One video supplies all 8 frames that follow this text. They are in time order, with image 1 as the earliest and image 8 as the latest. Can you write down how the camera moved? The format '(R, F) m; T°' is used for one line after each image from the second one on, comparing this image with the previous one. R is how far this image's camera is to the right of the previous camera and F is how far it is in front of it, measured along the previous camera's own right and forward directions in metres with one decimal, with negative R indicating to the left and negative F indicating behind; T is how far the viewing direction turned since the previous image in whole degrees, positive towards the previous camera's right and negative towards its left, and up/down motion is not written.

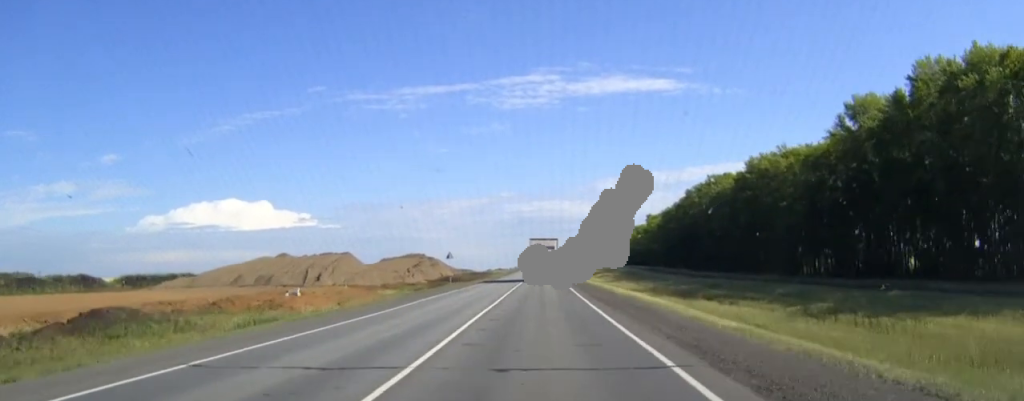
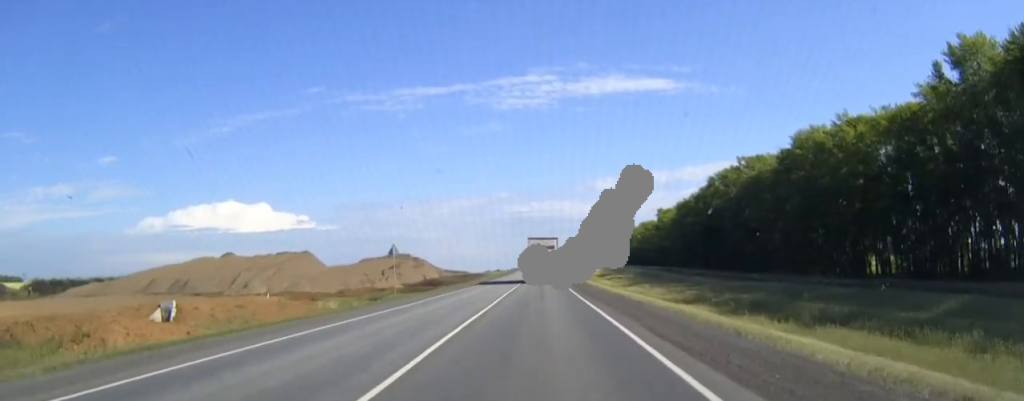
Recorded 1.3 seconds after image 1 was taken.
(0.0, +29.6) m; 0°
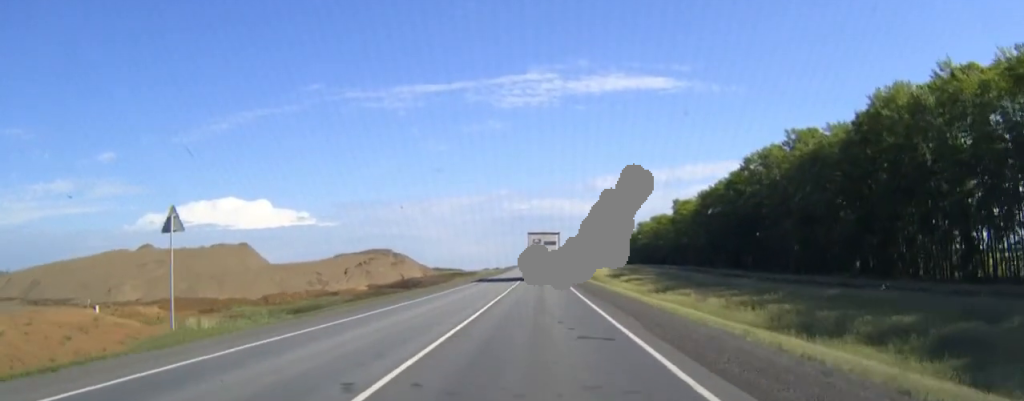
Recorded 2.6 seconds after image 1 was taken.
(0.0, +32.0) m; 0°
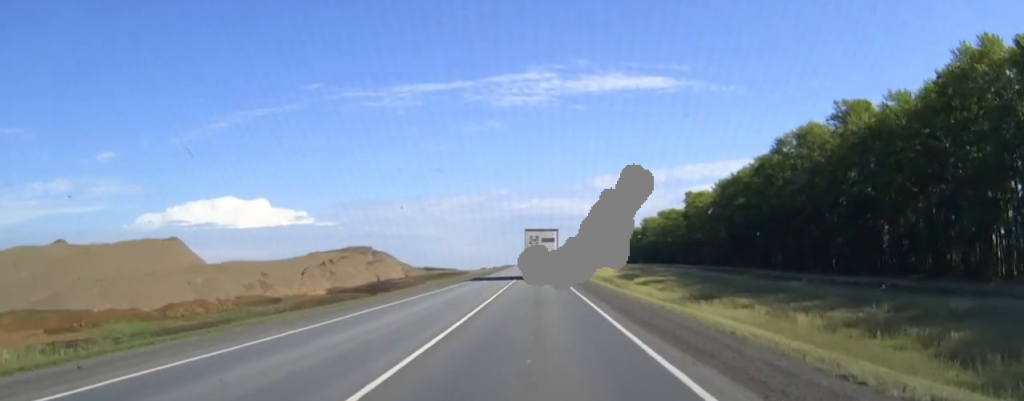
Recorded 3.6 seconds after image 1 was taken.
(0.0, +22.6) m; 0°
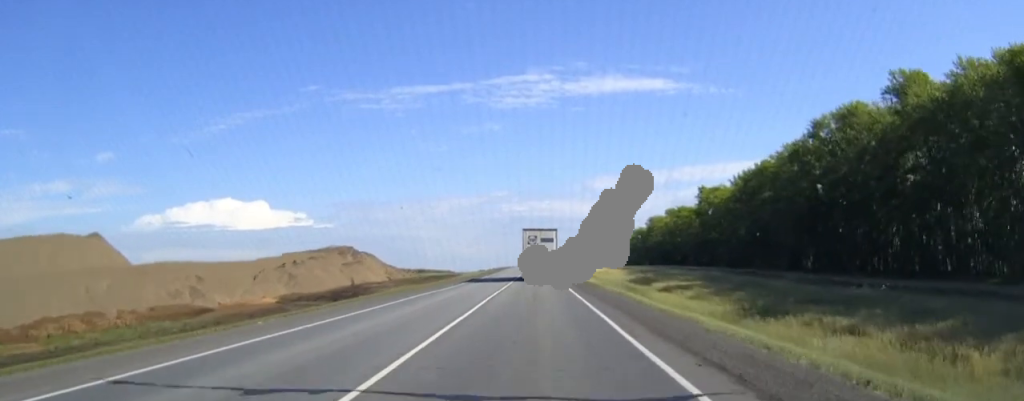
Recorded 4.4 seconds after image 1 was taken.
(+0.1, +18.6) m; 0°
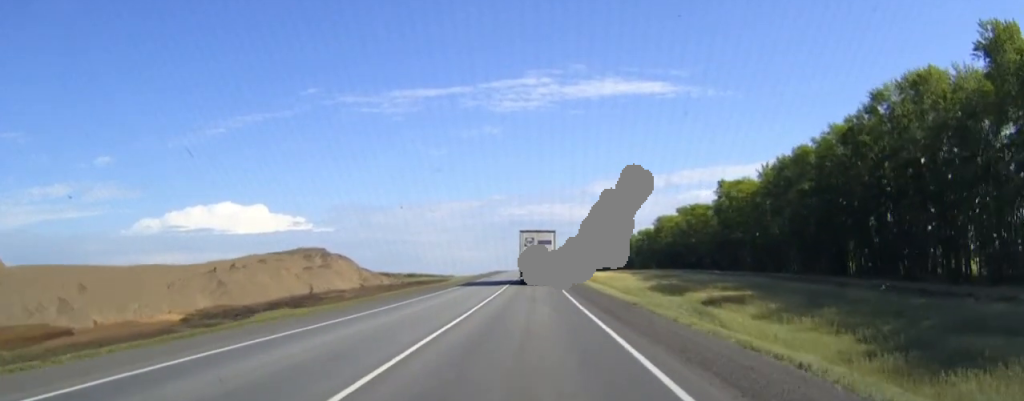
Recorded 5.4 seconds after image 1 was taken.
(0.0, +22.3) m; 0°
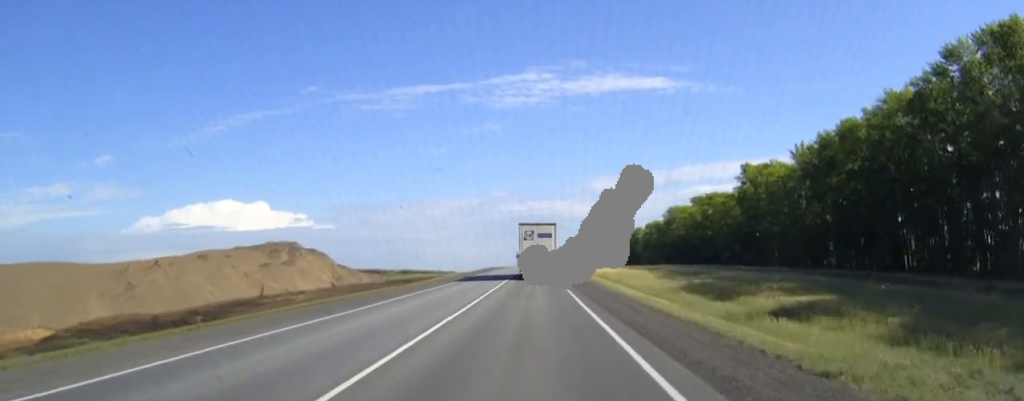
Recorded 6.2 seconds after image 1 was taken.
(0.0, +19.1) m; 0°
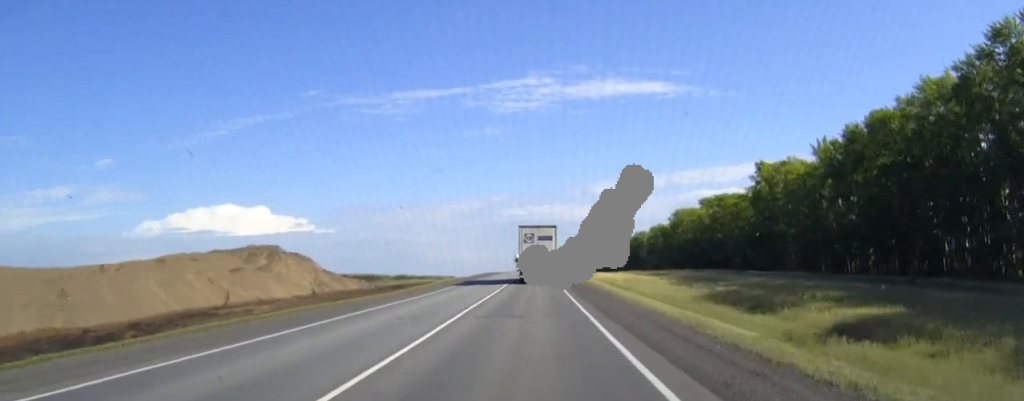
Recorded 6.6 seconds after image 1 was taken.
(0.0, +9.9) m; 0°
